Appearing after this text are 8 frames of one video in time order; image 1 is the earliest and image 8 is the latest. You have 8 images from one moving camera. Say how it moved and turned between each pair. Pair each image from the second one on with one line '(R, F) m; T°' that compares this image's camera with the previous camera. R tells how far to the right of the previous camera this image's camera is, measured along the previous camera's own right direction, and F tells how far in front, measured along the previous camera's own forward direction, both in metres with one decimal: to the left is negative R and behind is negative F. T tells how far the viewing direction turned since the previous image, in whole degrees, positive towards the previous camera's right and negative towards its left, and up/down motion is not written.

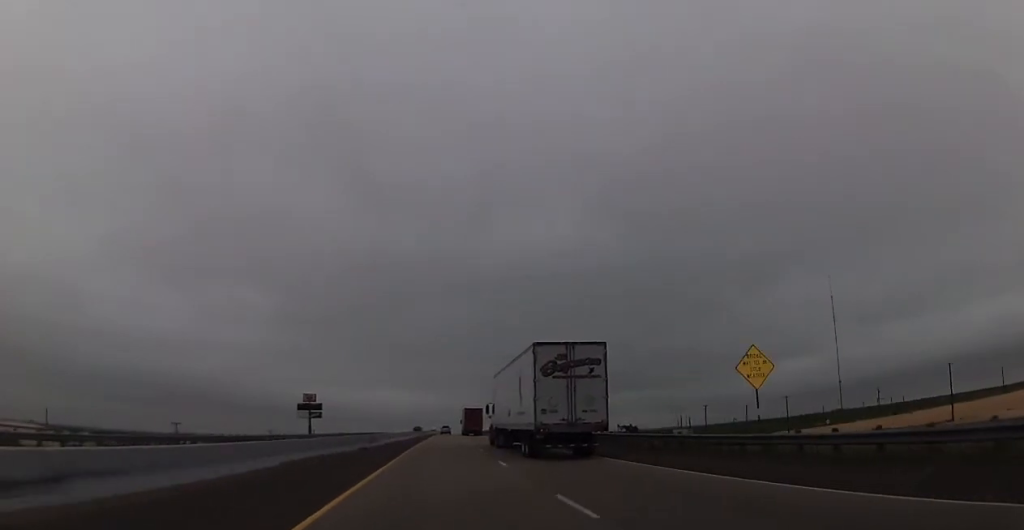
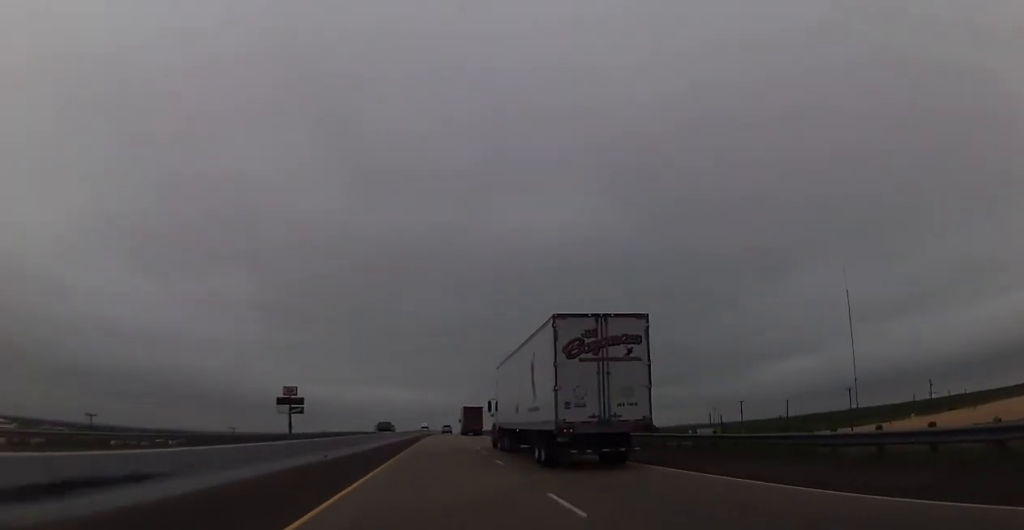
(0.0, +36.3) m; 0°
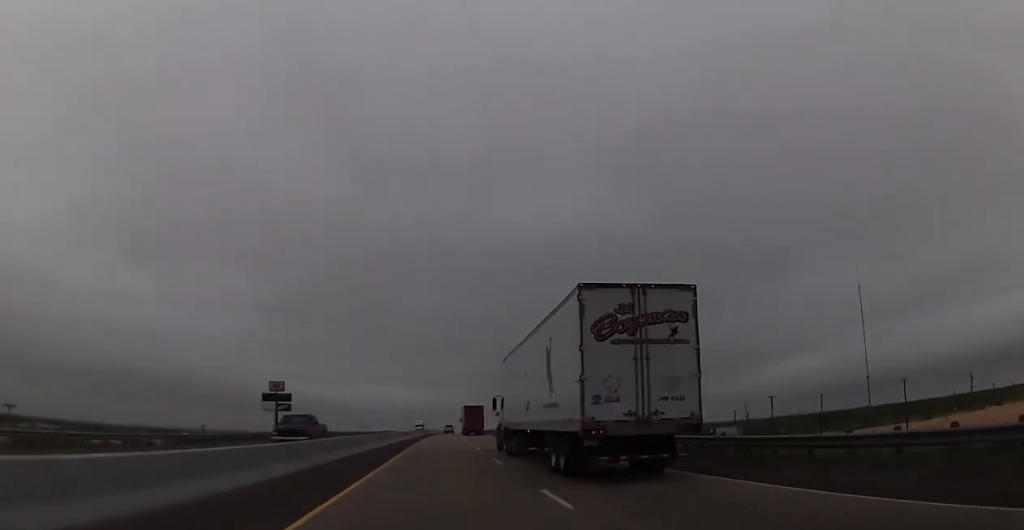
(+0.2, +23.6) m; 0°
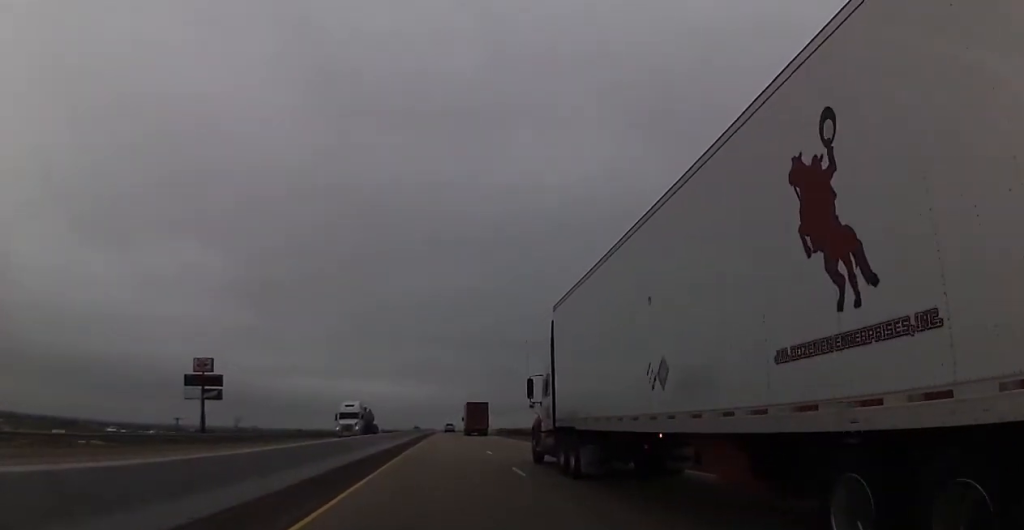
(+0.1, +79.0) m; 0°
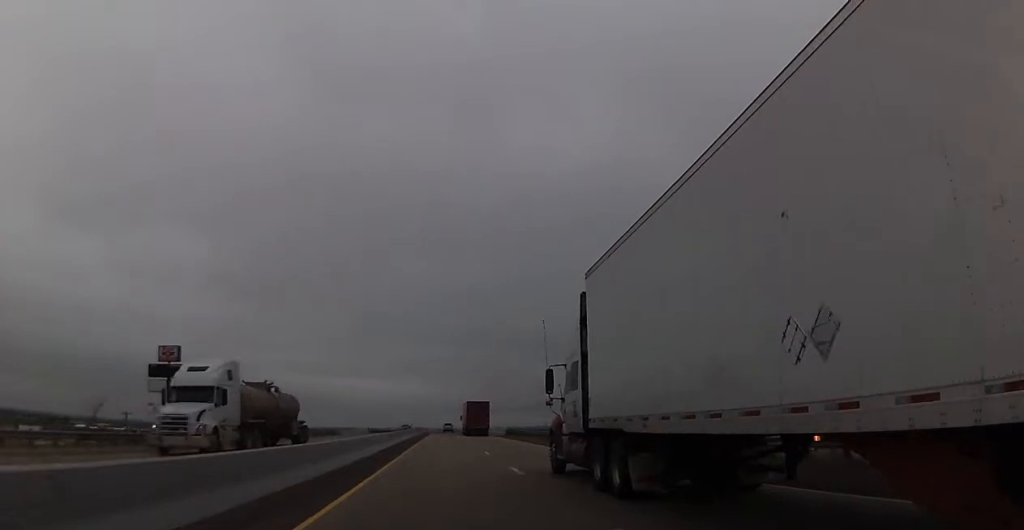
(0.0, +23.7) m; 0°
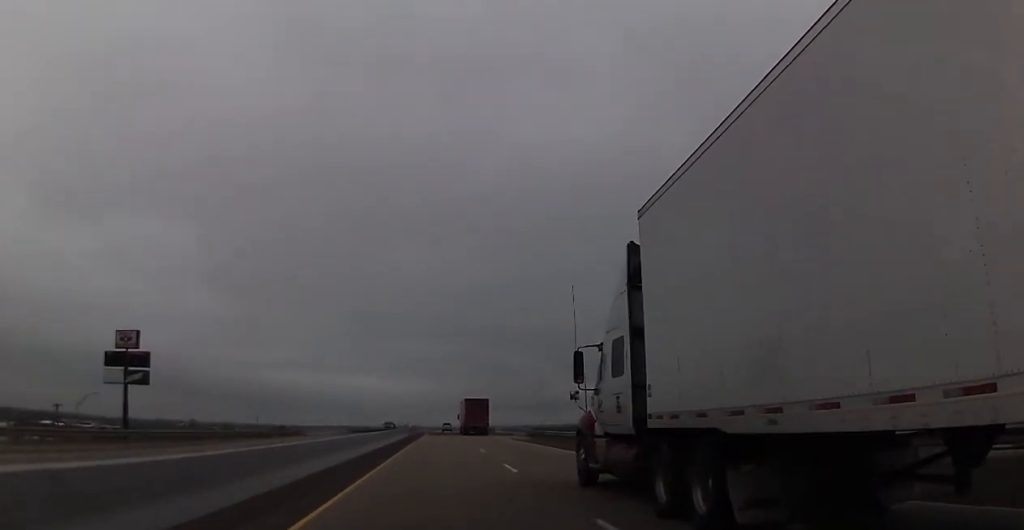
(0.0, +23.8) m; 0°
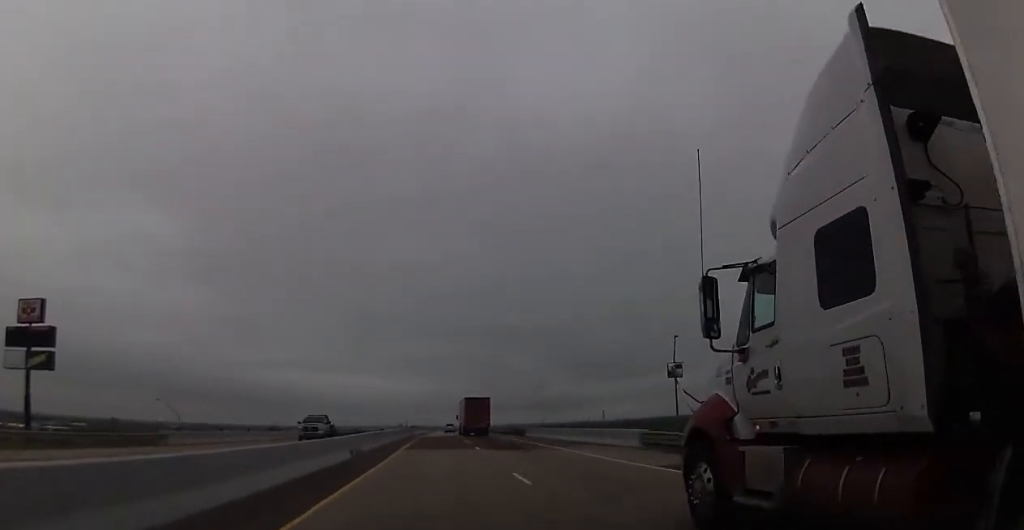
(+0.2, +40.5) m; +1°
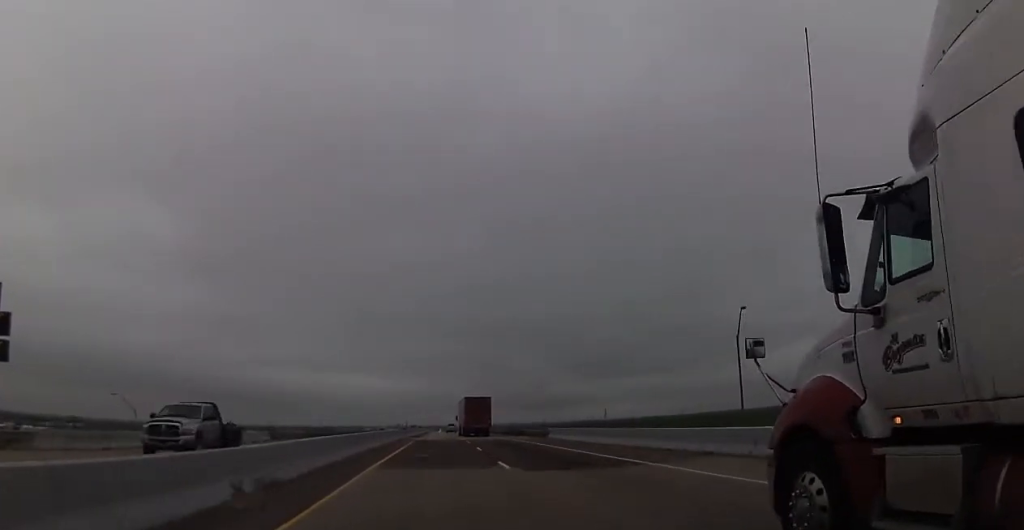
(+0.2, +14.3) m; 0°
